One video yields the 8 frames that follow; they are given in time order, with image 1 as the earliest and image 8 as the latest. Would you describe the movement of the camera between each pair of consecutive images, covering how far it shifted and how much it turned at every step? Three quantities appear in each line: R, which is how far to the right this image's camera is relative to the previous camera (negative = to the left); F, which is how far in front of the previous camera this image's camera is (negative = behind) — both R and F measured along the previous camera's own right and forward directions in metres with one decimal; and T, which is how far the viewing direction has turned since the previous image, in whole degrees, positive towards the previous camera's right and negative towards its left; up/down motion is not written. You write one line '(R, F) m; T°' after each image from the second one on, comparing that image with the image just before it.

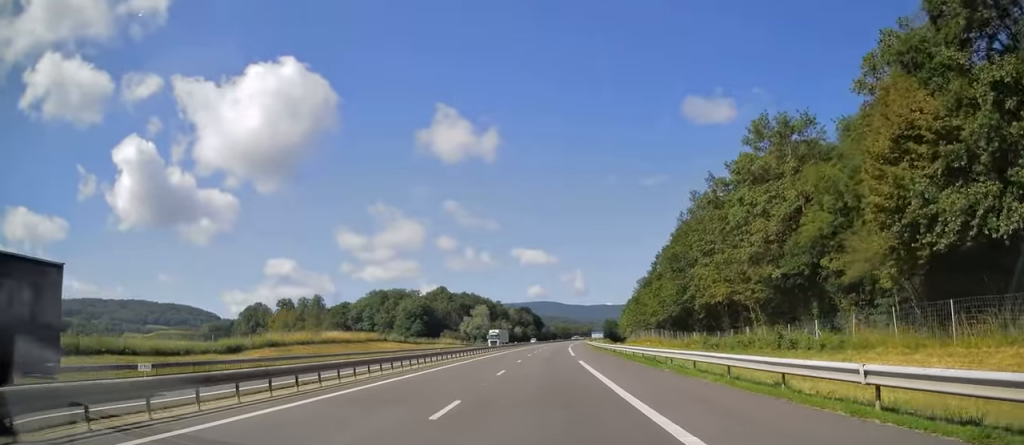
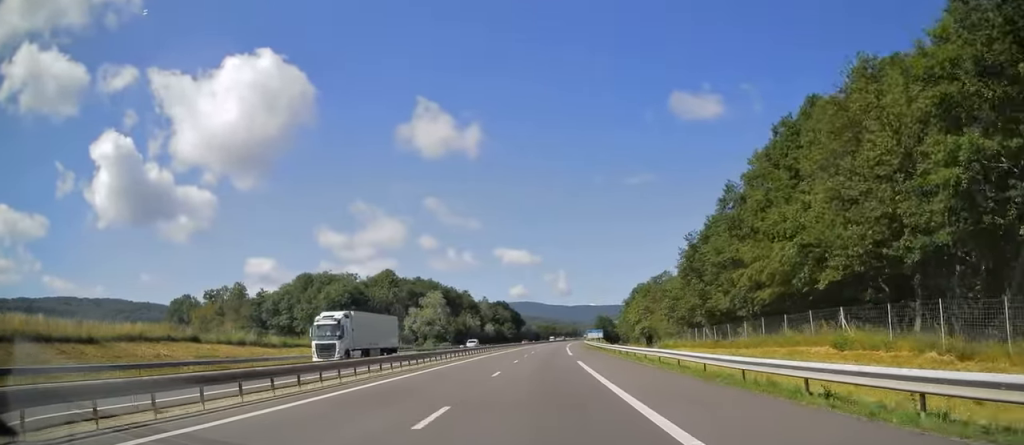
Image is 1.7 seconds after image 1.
(+0.7, +53.3) m; +1°
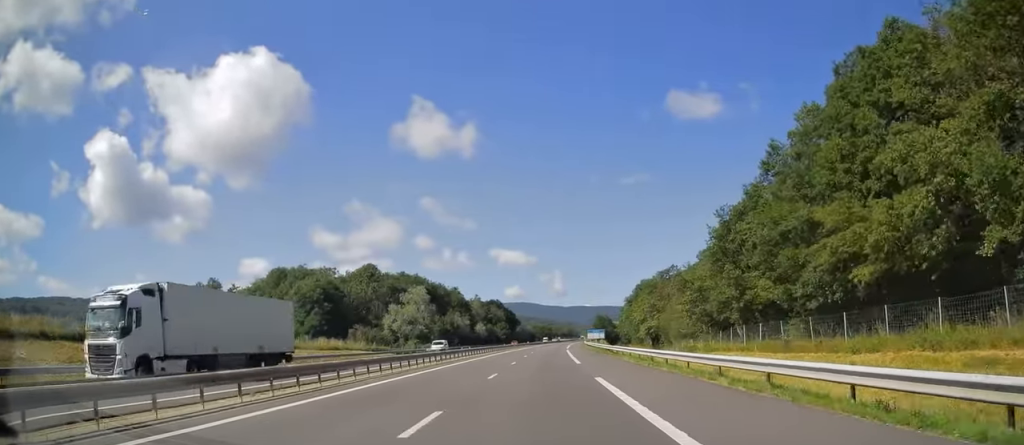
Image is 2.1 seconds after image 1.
(0.0, +13.9) m; 0°
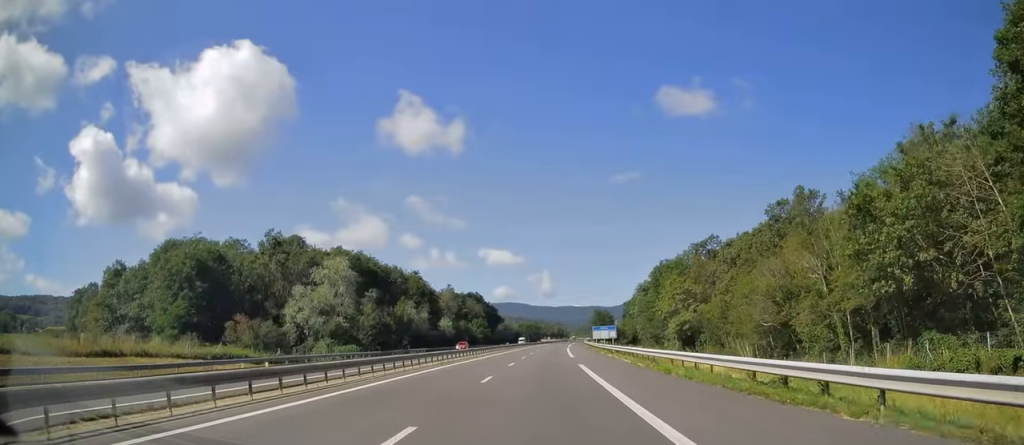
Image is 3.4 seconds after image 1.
(+0.5, +41.1) m; +1°
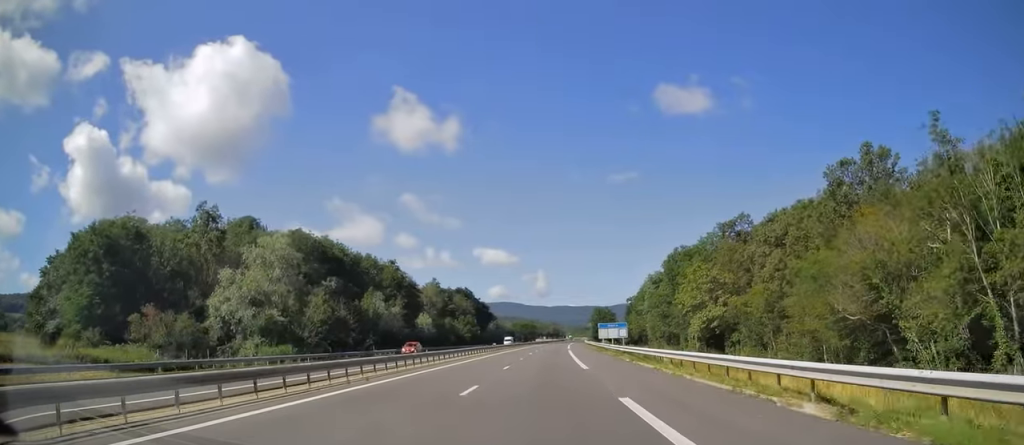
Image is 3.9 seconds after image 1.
(+0.1, +17.6) m; 0°
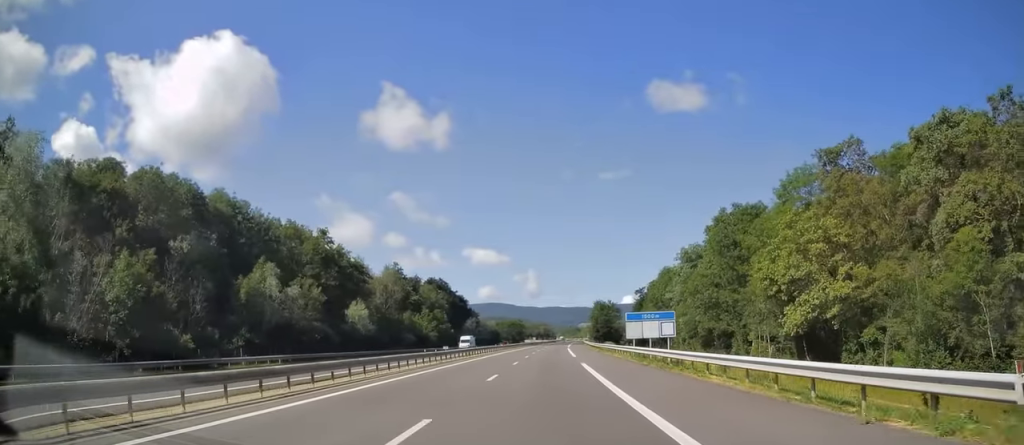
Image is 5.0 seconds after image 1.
(+0.1, +33.7) m; +1°
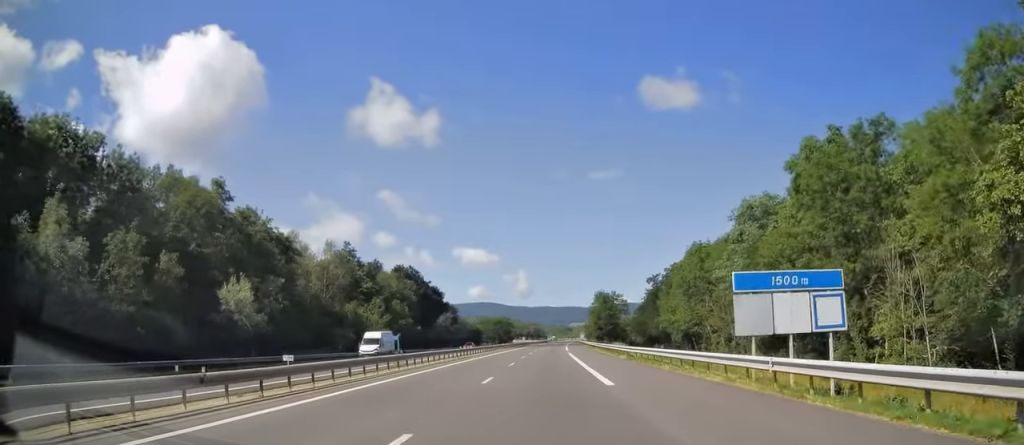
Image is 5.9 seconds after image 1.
(+0.2, +27.8) m; +1°
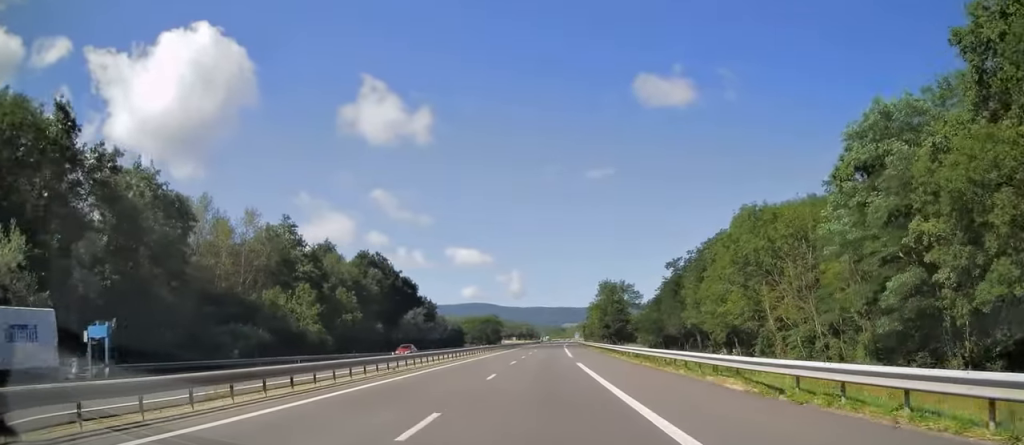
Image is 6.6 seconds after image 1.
(+0.3, +23.5) m; +1°
